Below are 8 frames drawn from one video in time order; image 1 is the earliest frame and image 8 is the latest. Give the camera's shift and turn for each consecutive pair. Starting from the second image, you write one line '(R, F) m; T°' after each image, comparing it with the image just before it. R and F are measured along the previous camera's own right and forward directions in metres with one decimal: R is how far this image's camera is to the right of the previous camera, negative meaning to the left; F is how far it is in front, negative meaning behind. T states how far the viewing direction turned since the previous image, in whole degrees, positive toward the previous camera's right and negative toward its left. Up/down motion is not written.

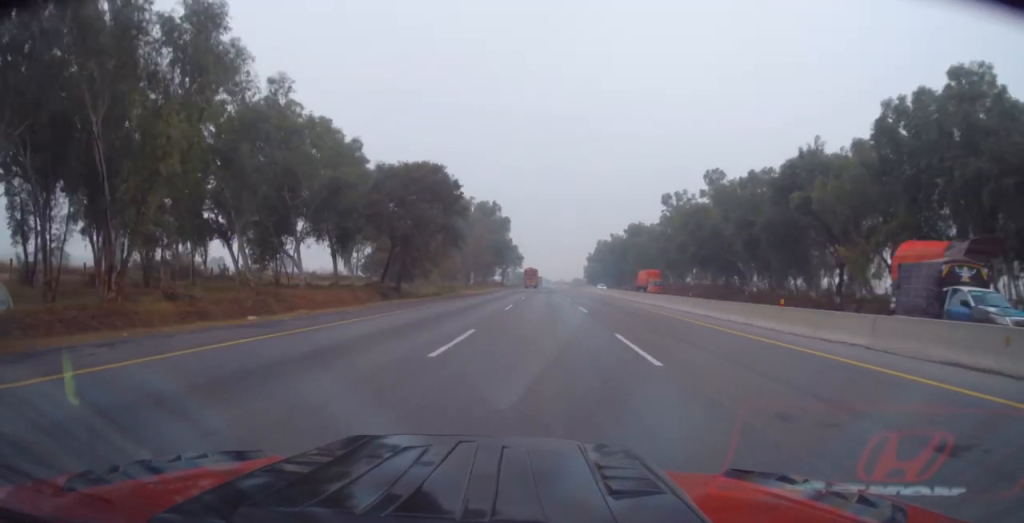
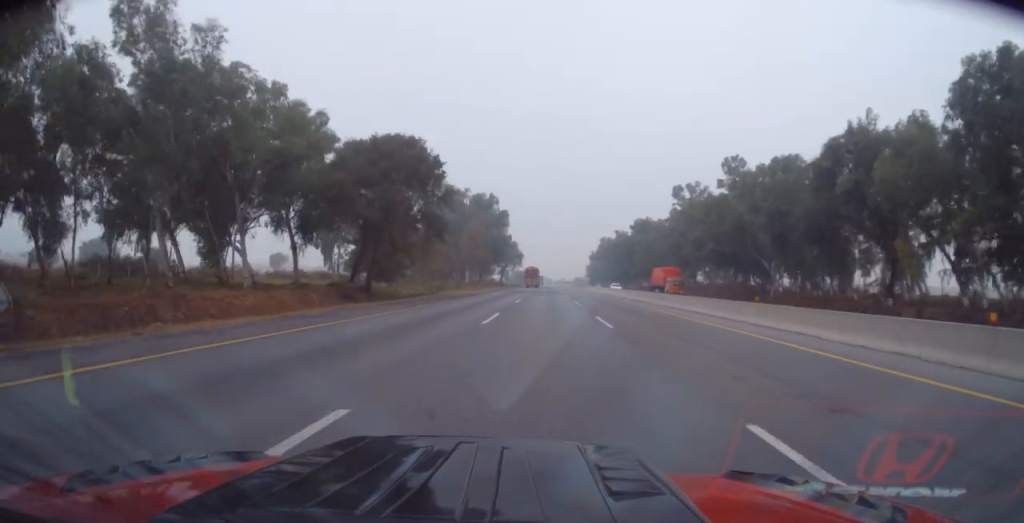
(0.0, +10.2) m; 0°
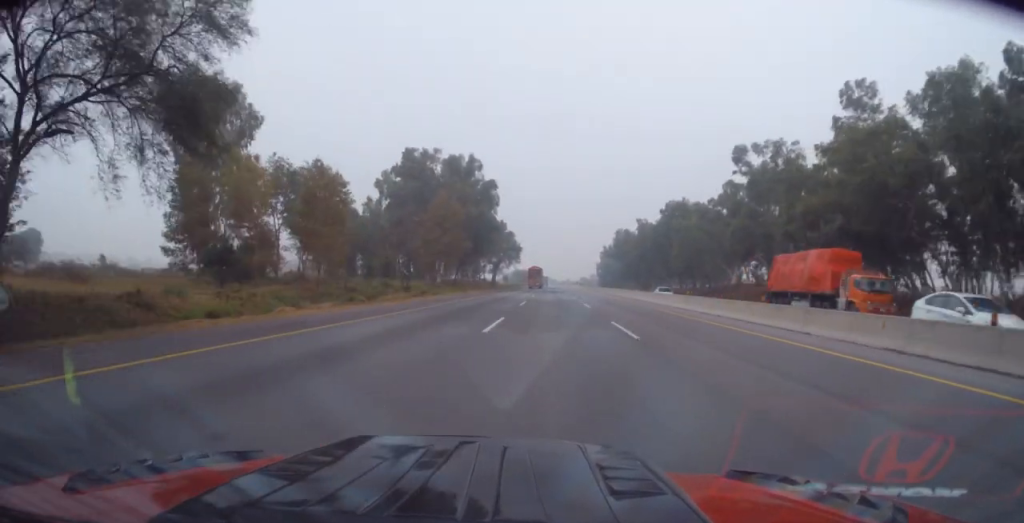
(+0.1, +38.6) m; +1°
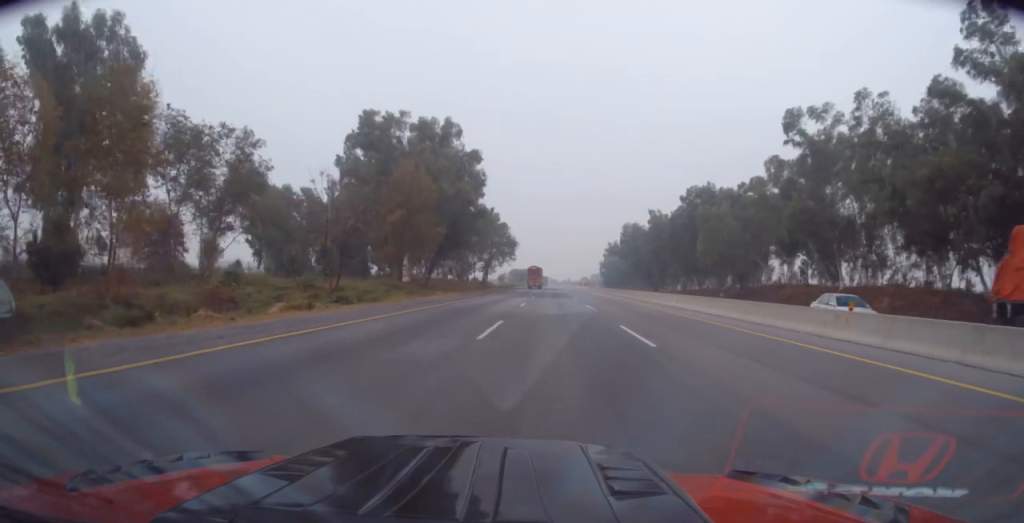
(+0.4, +19.7) m; -1°
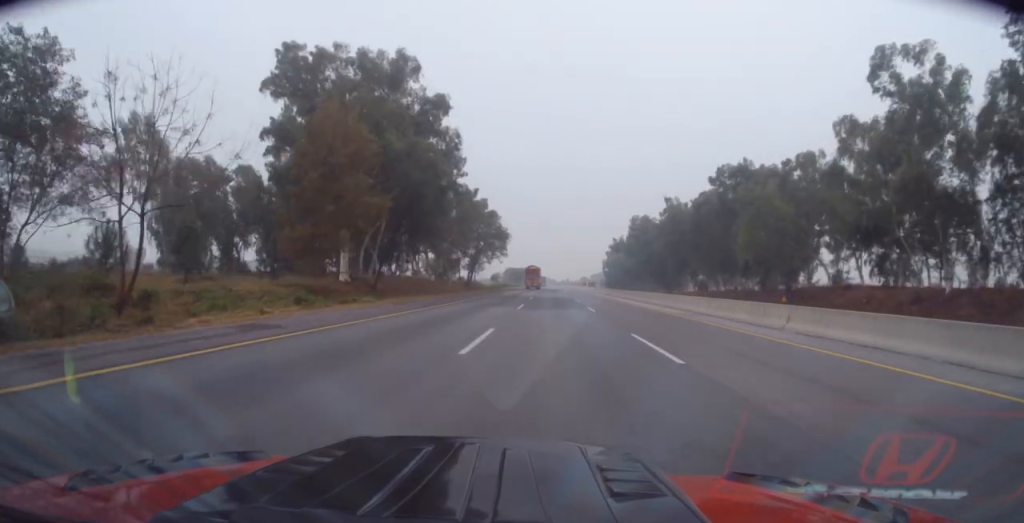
(-0.6, +21.3) m; -1°
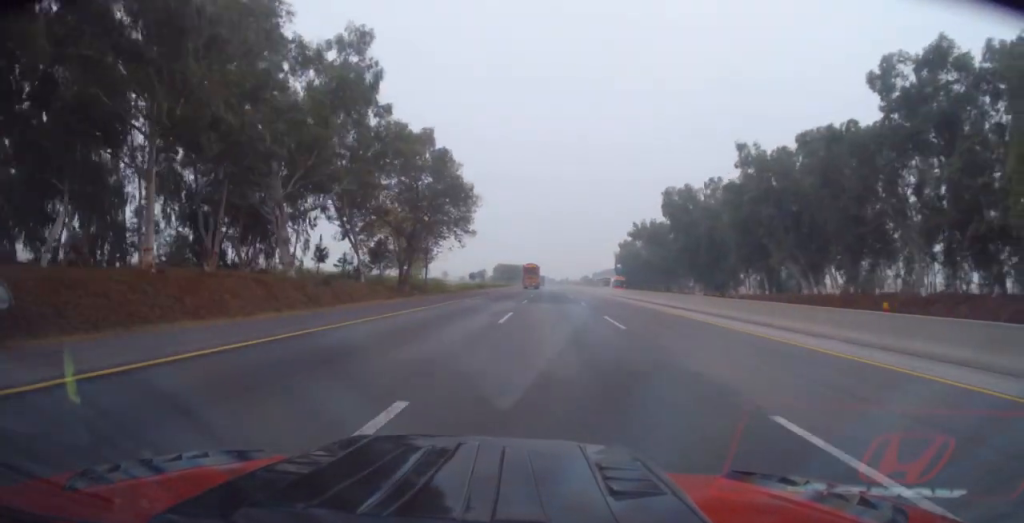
(0.0, +46.2) m; 0°
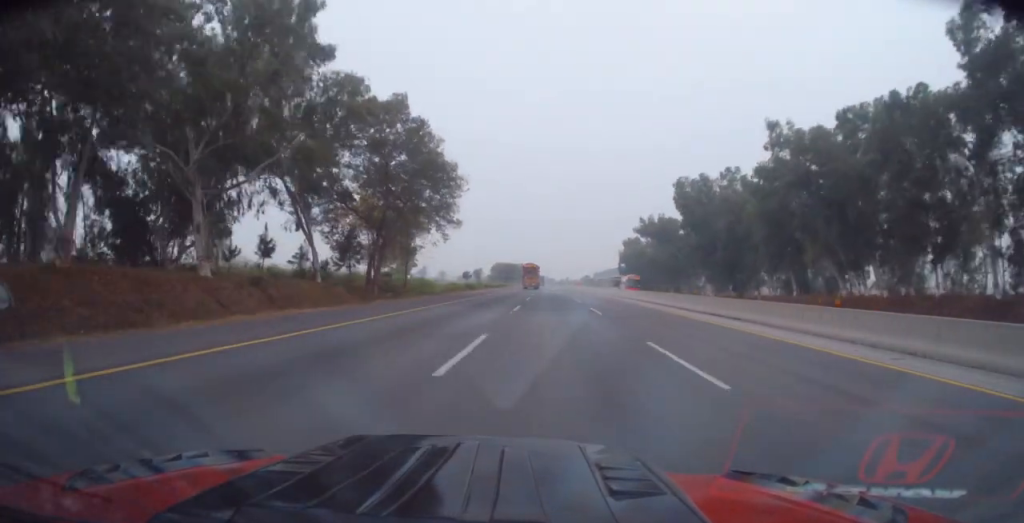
(0.0, +10.4) m; 0°
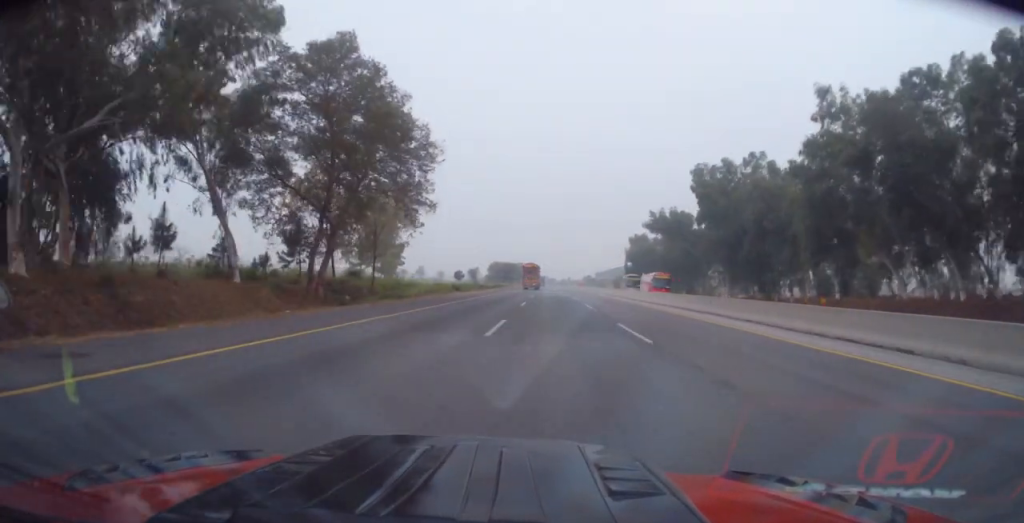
(+0.1, +12.0) m; 0°
